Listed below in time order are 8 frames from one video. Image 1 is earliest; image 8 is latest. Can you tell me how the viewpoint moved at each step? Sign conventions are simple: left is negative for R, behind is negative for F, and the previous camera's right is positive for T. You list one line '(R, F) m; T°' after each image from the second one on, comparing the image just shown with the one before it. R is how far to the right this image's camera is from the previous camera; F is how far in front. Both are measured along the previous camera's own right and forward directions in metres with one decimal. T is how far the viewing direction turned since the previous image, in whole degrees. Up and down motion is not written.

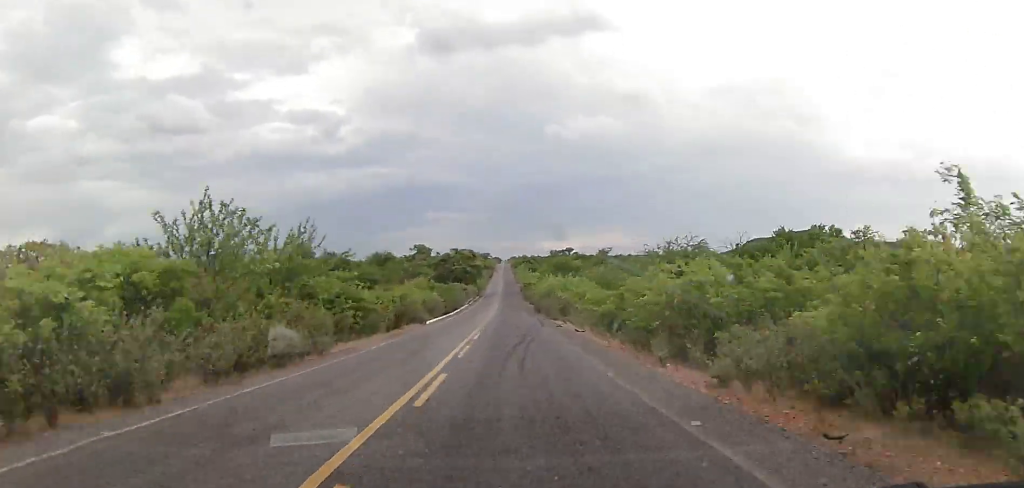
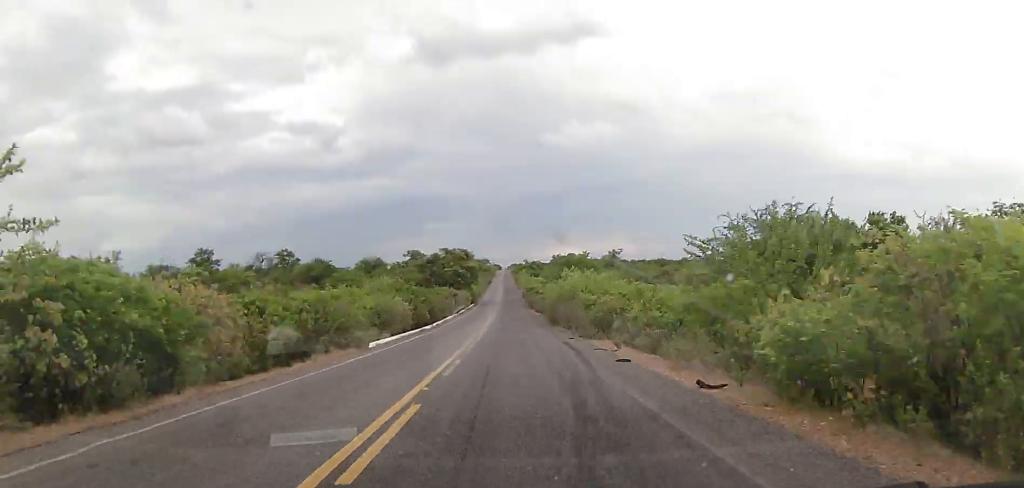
(+0.3, +19.1) m; +1°
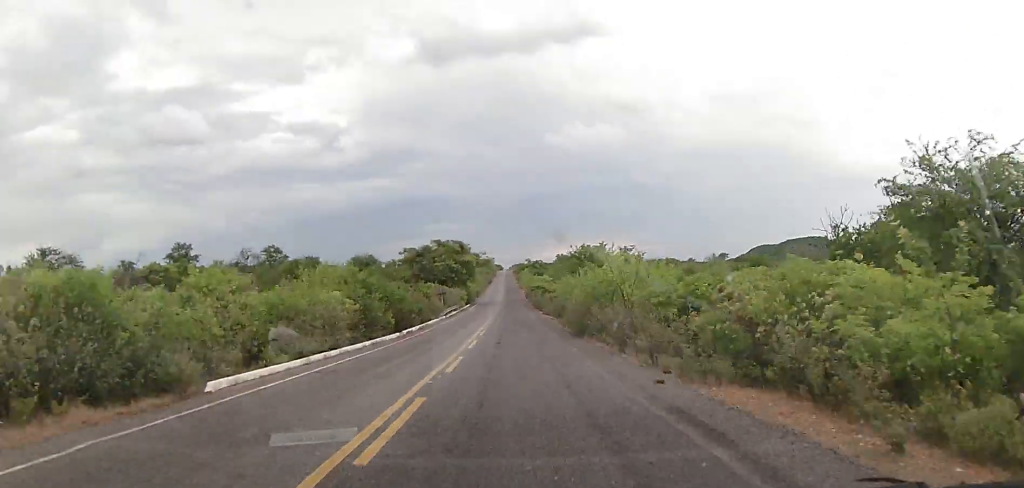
(+0.1, +14.8) m; 0°
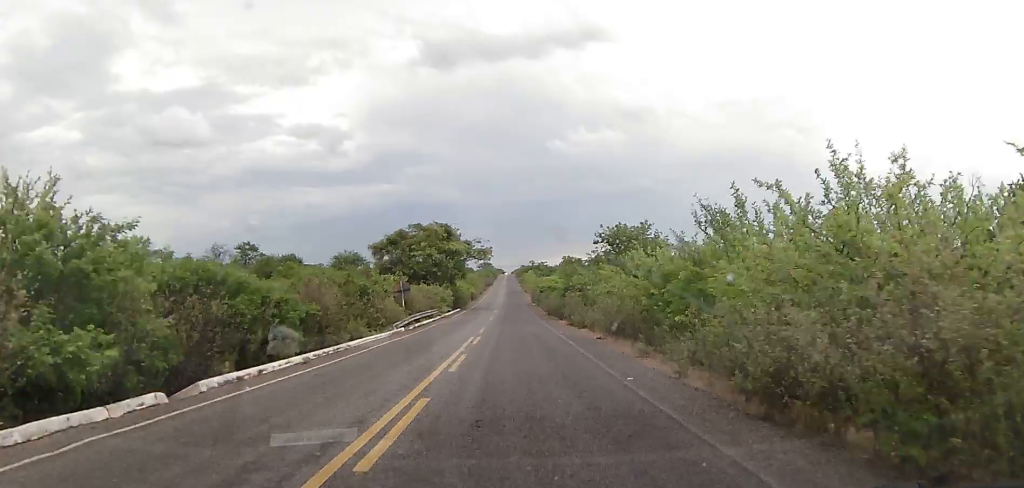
(0.0, +23.5) m; -1°
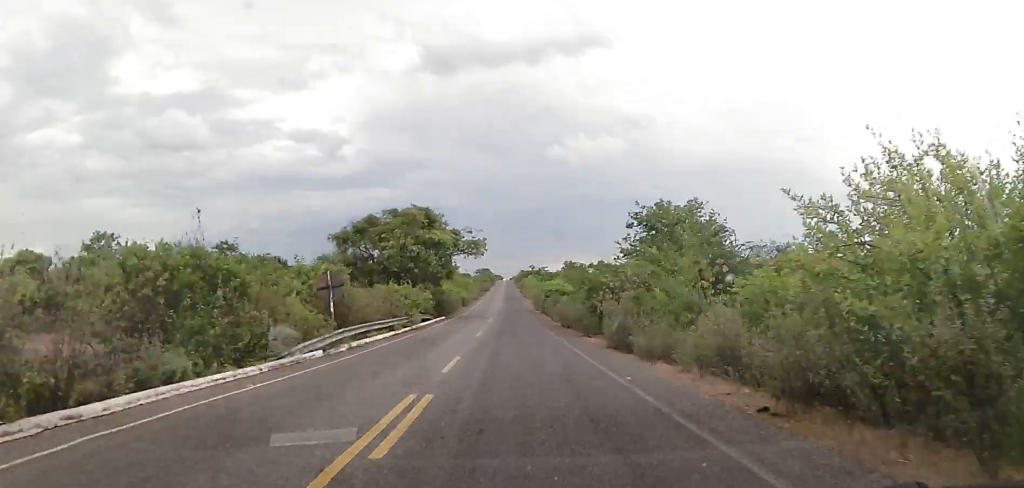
(-0.1, +15.0) m; 0°
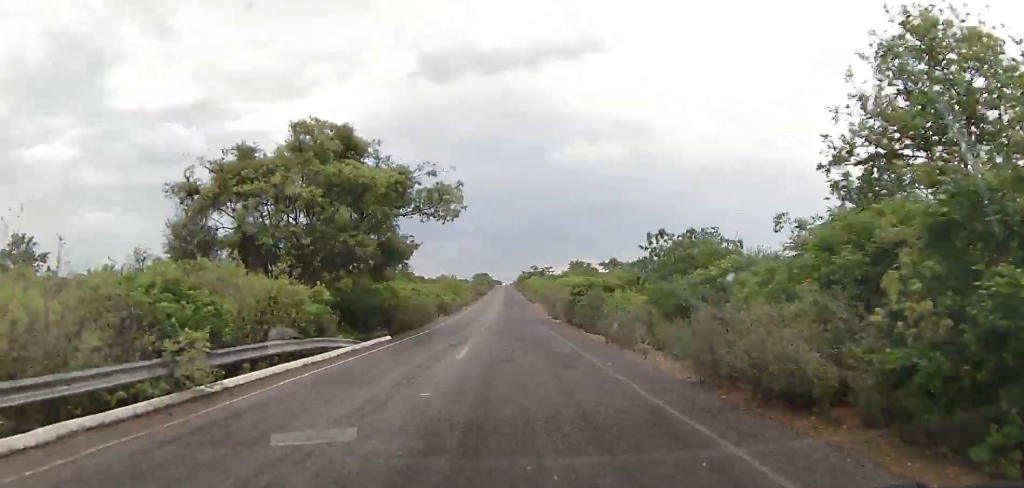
(-0.4, +26.9) m; 0°
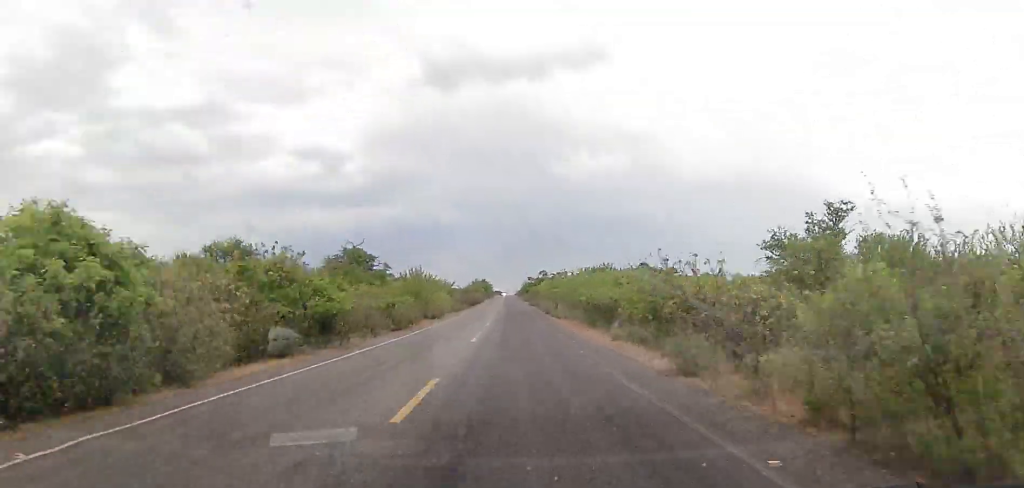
(+0.4, +39.6) m; 0°
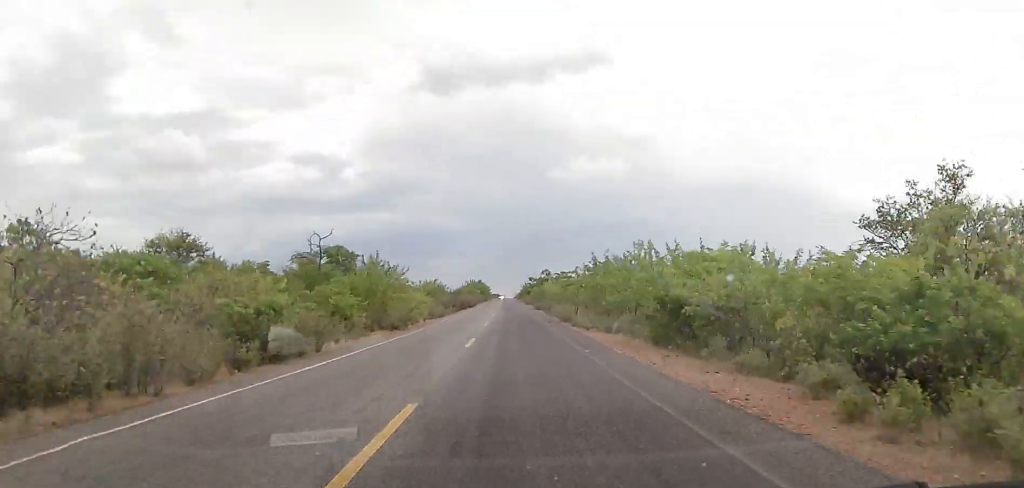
(-0.3, +18.0) m; 0°
